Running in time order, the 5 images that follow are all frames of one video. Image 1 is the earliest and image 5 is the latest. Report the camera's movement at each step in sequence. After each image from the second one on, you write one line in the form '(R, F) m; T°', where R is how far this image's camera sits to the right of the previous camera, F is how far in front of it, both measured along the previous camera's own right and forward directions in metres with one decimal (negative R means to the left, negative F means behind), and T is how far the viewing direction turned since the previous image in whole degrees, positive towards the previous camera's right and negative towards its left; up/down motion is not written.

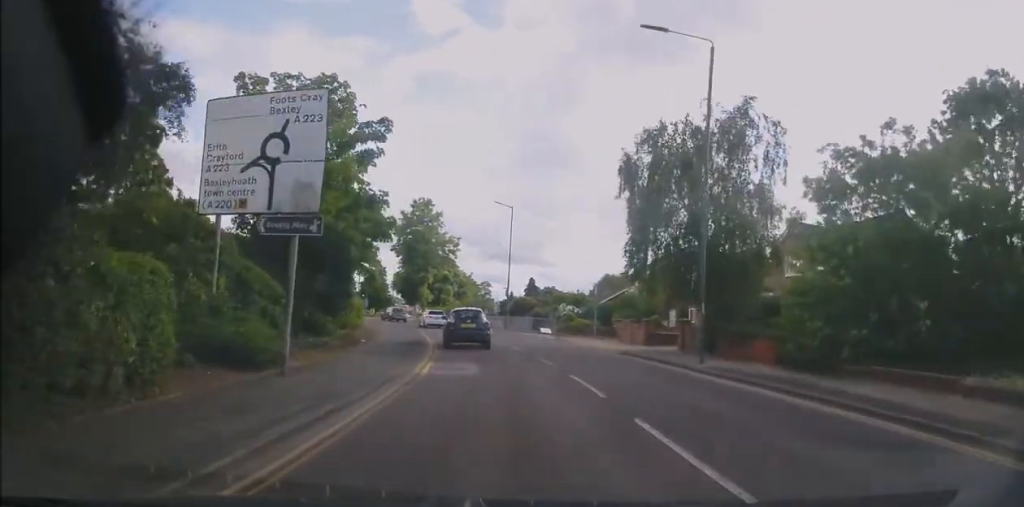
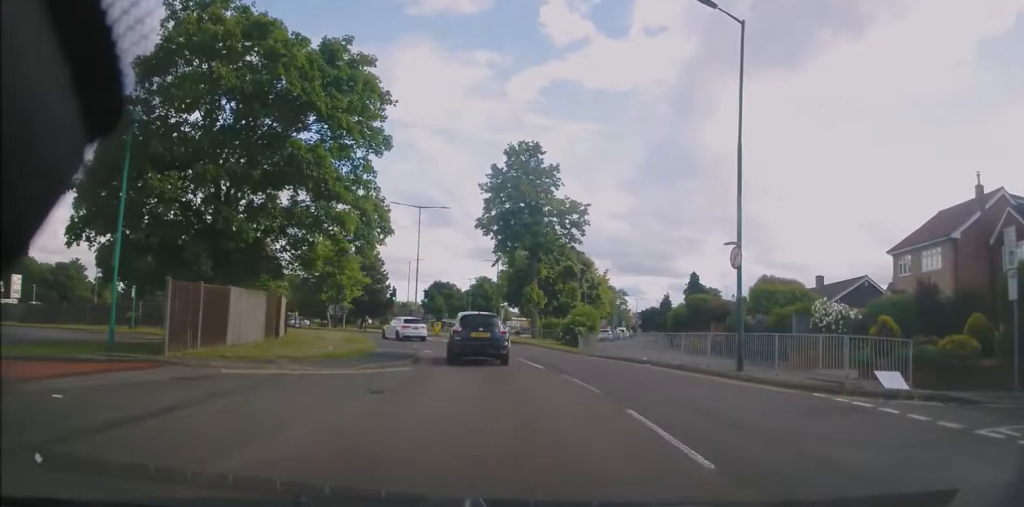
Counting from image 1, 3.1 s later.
(-3.7, +33.5) m; -13°
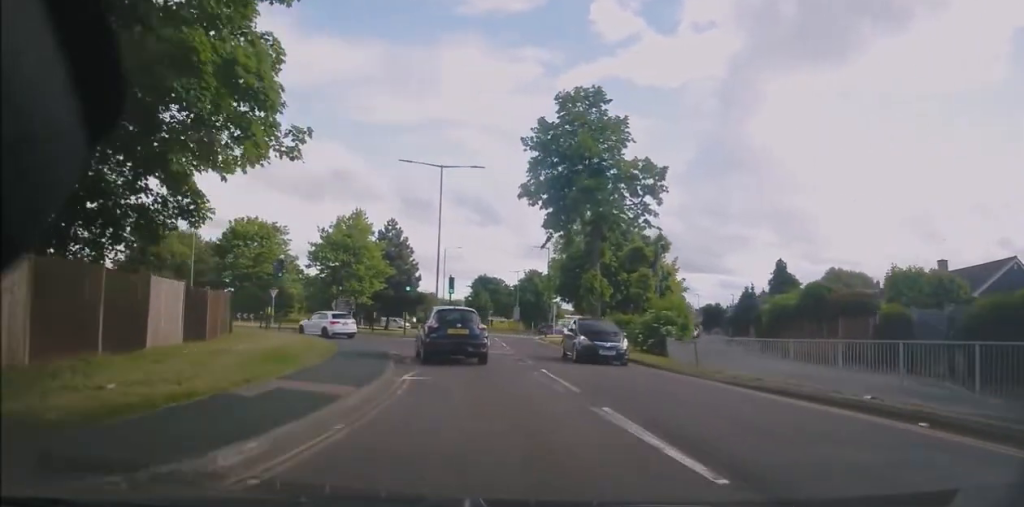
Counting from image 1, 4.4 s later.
(-0.3, +12.8) m; -4°
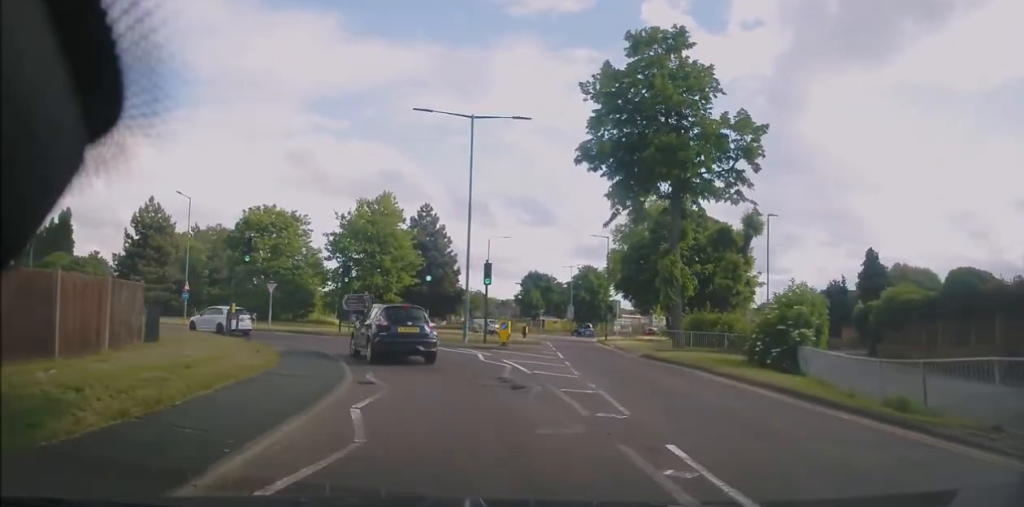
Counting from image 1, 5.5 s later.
(-0.4, +9.4) m; -5°
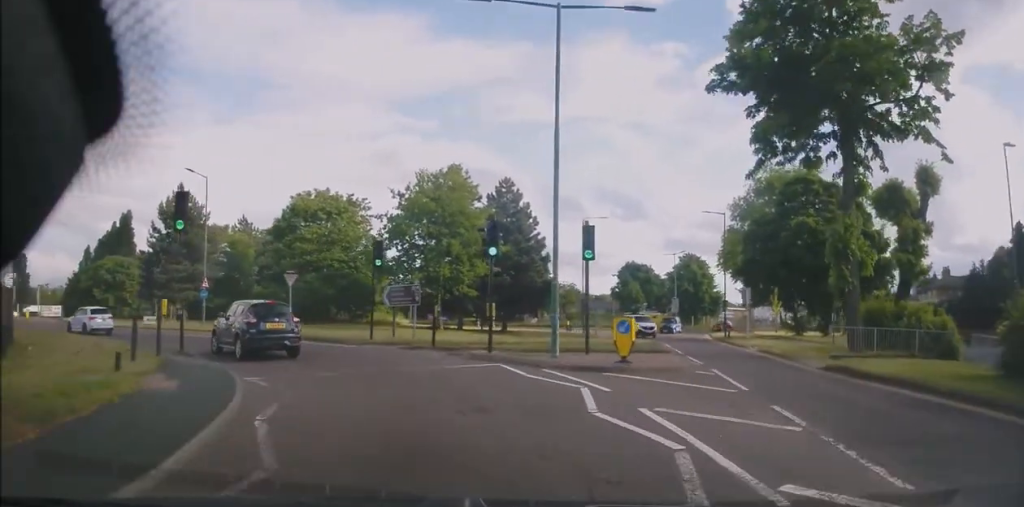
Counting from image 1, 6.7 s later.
(-0.6, +10.2) m; -12°
